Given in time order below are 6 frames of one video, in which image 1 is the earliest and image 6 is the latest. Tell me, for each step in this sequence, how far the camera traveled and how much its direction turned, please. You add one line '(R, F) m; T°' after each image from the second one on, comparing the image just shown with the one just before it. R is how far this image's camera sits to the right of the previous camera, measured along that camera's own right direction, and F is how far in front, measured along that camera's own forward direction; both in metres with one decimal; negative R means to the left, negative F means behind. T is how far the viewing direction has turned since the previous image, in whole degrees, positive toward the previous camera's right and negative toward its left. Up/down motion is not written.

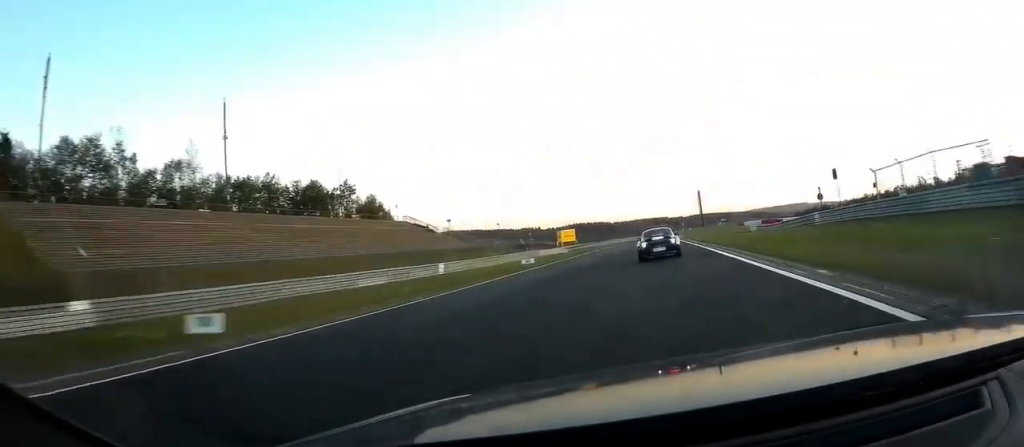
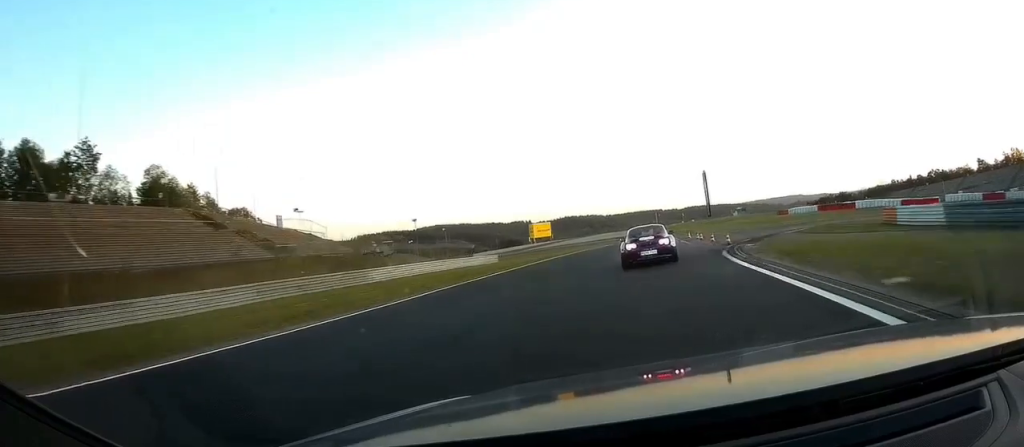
(+0.3, +52.5) m; 0°
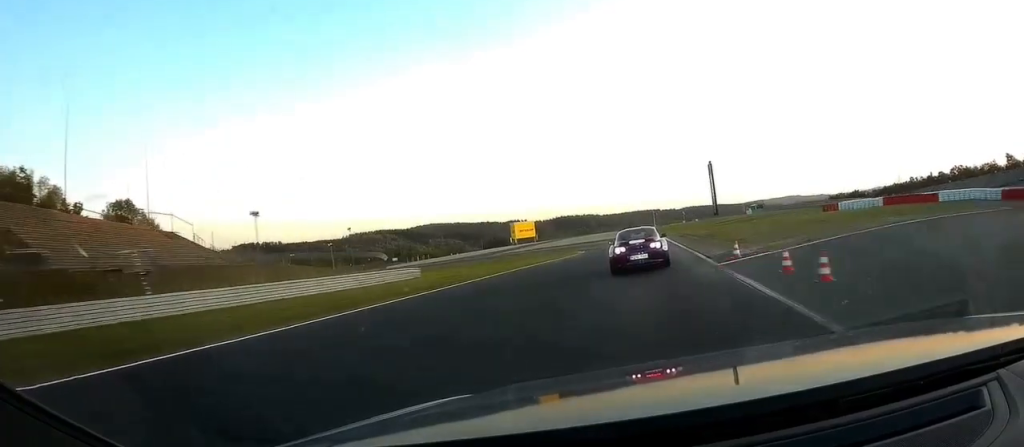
(0.0, +30.4) m; -1°
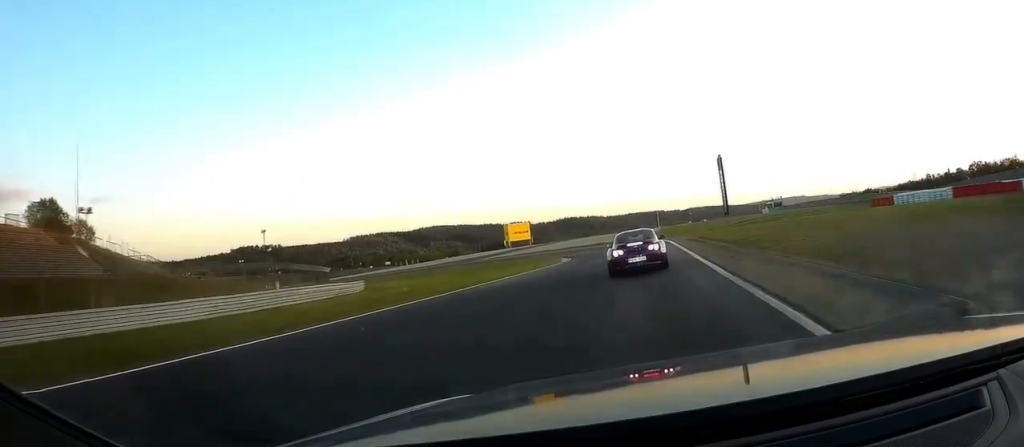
(+0.1, +17.7) m; -1°
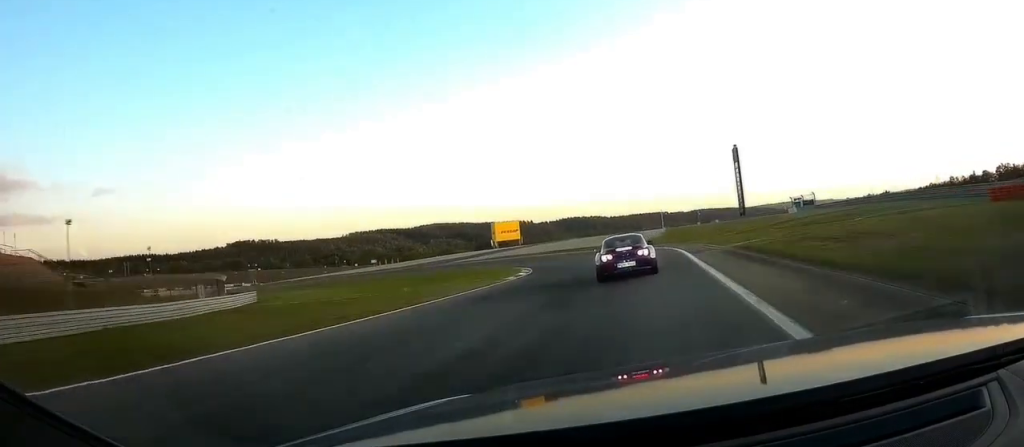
(-0.6, +24.2) m; -5°
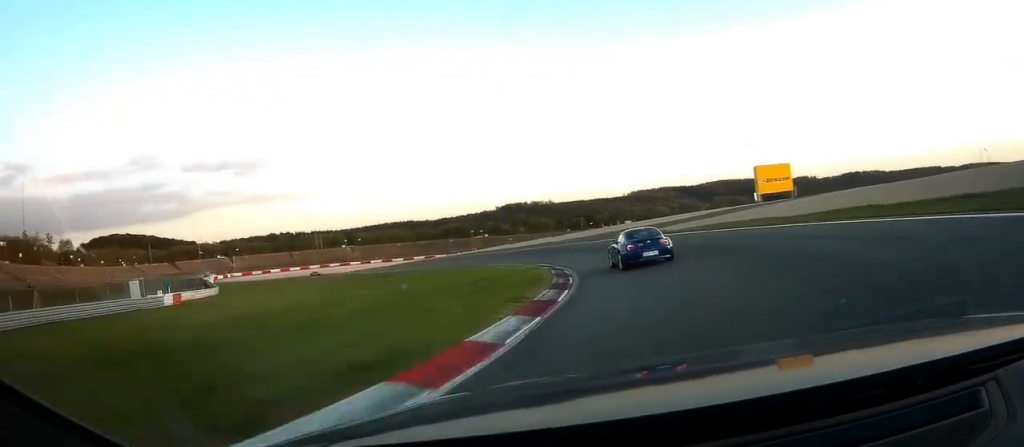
(-13.2, +60.3) m; -32°
